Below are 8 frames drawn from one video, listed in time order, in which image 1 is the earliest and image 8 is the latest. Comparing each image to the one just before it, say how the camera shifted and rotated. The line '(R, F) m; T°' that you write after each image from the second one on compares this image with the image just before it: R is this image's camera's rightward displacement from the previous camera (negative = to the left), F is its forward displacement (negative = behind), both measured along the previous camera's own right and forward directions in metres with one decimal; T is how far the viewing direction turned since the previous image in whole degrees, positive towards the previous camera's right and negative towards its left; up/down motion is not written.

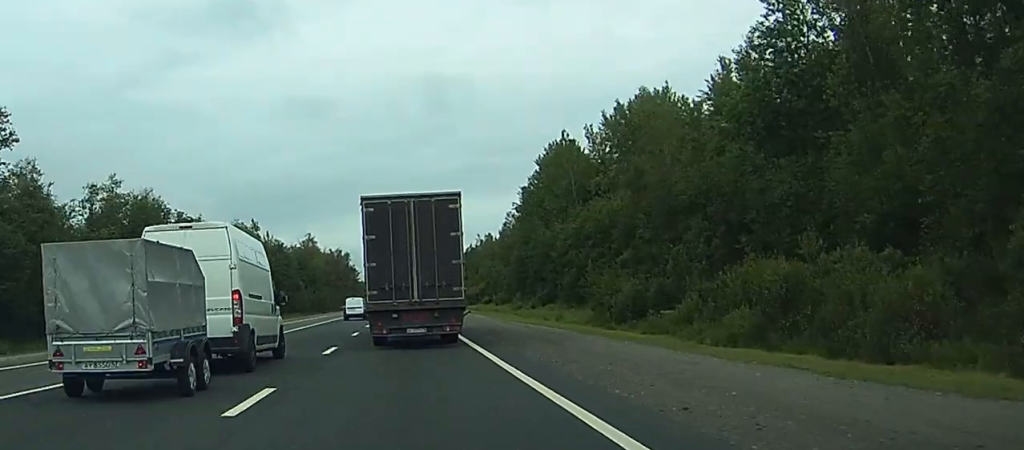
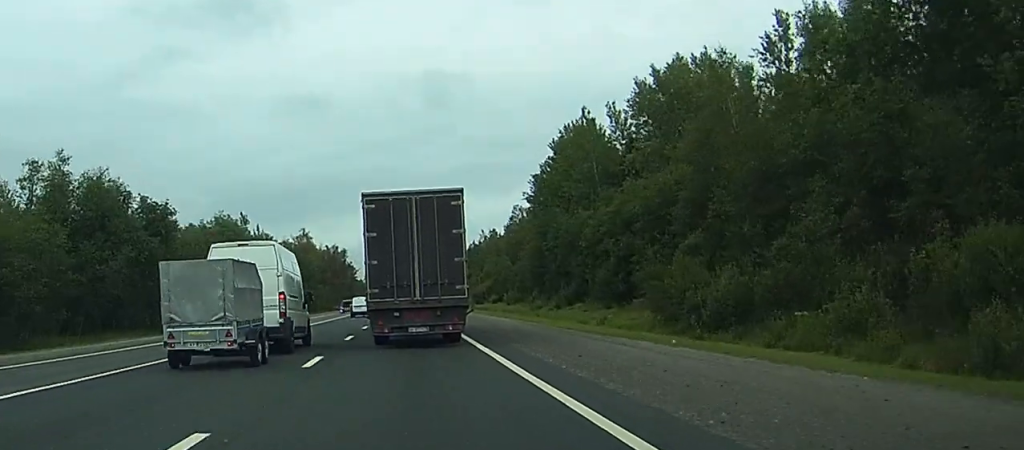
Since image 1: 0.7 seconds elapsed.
(0.0, +16.8) m; 0°
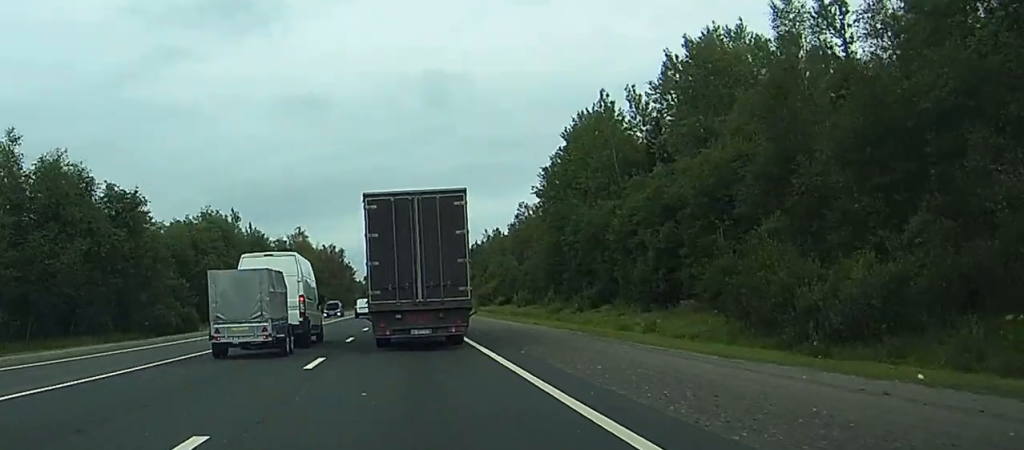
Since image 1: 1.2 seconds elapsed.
(0.0, +12.0) m; 0°
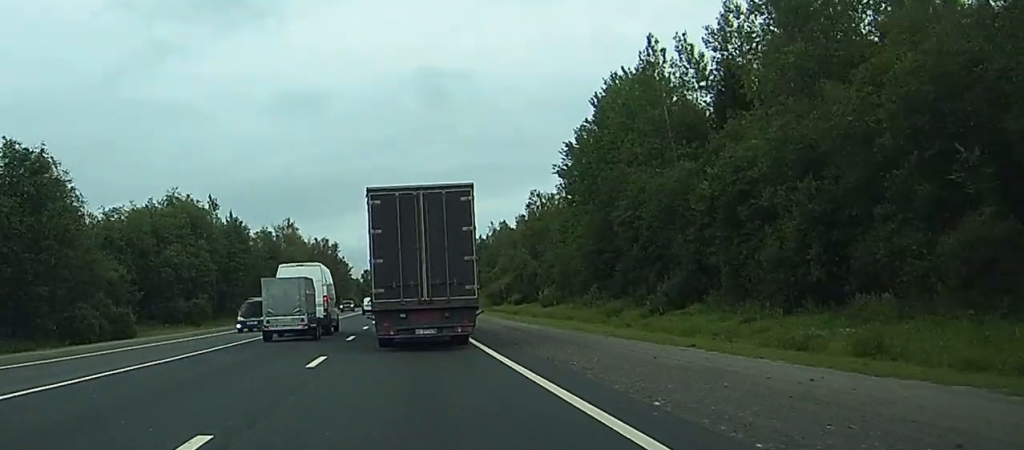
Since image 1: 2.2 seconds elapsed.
(0.0, +23.9) m; 0°
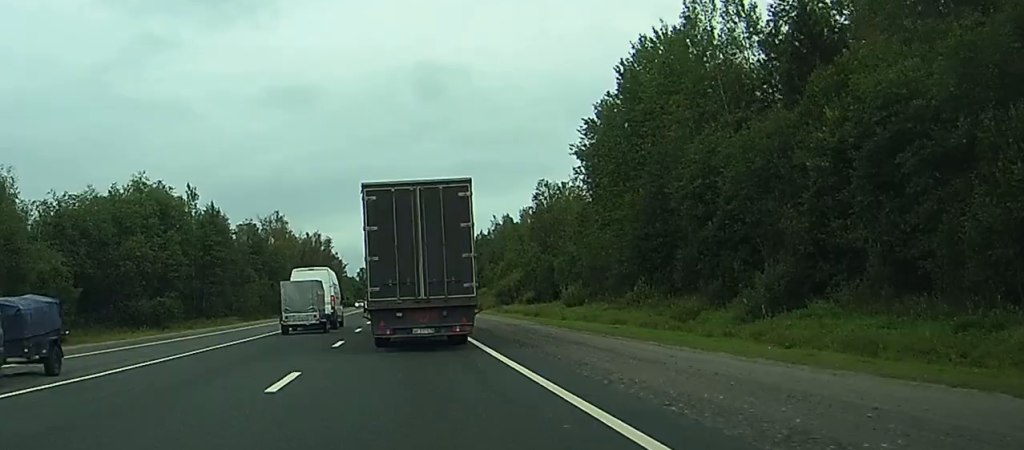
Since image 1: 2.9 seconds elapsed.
(0.0, +16.6) m; 0°
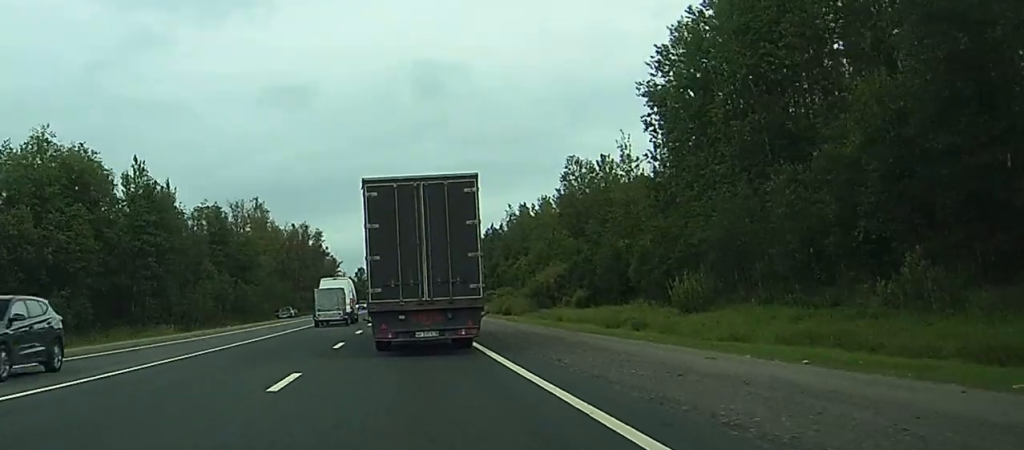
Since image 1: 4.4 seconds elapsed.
(+0.2, +35.7) m; +2°
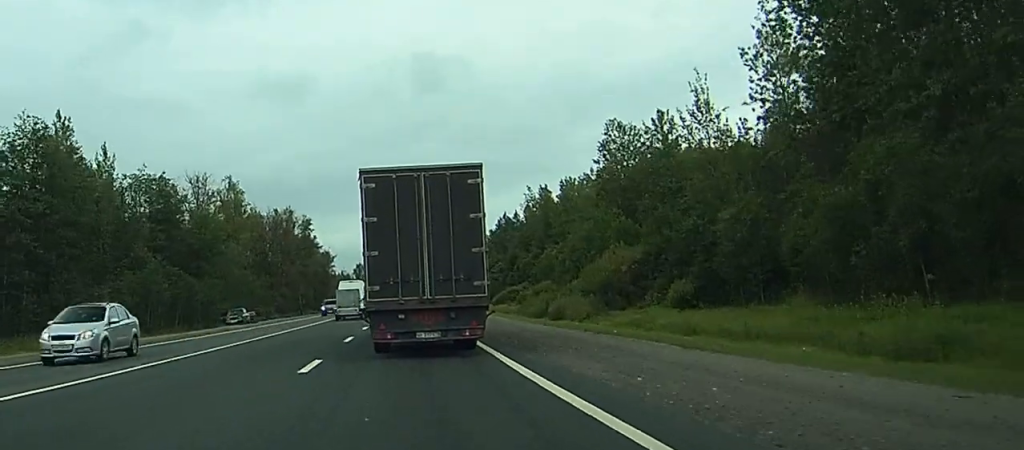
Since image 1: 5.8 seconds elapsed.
(0.0, +32.5) m; -2°
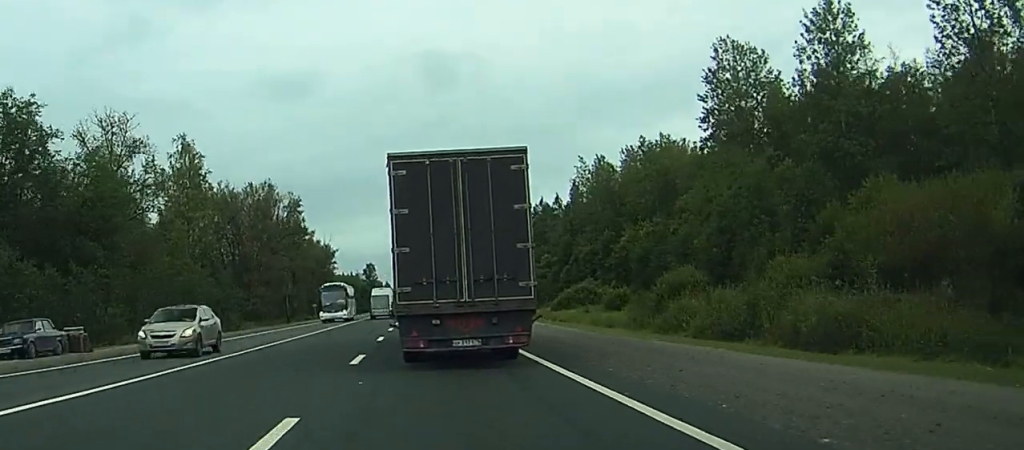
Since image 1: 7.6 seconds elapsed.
(-0.7, +44.6) m; -1°
